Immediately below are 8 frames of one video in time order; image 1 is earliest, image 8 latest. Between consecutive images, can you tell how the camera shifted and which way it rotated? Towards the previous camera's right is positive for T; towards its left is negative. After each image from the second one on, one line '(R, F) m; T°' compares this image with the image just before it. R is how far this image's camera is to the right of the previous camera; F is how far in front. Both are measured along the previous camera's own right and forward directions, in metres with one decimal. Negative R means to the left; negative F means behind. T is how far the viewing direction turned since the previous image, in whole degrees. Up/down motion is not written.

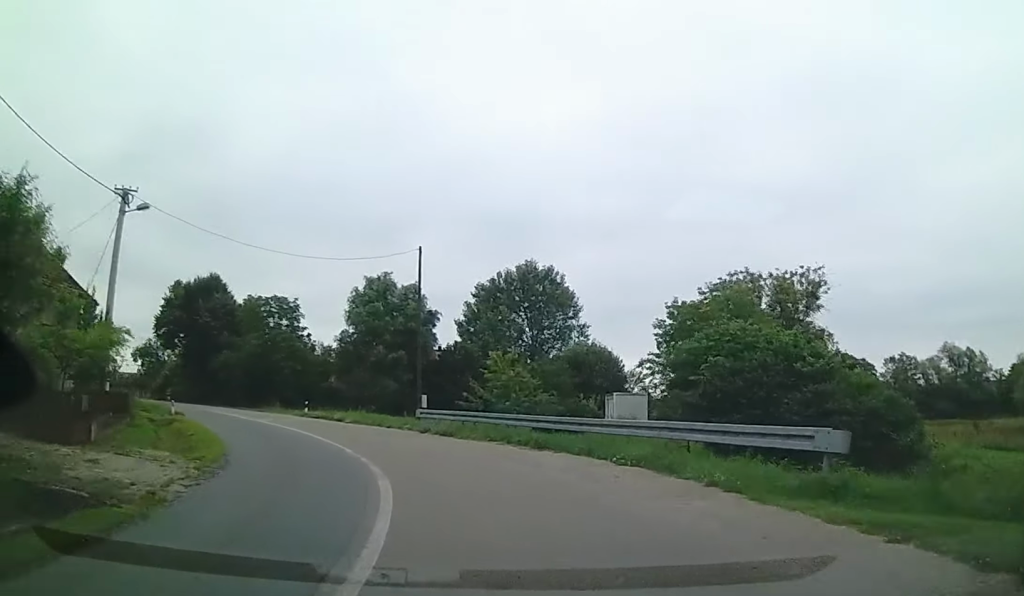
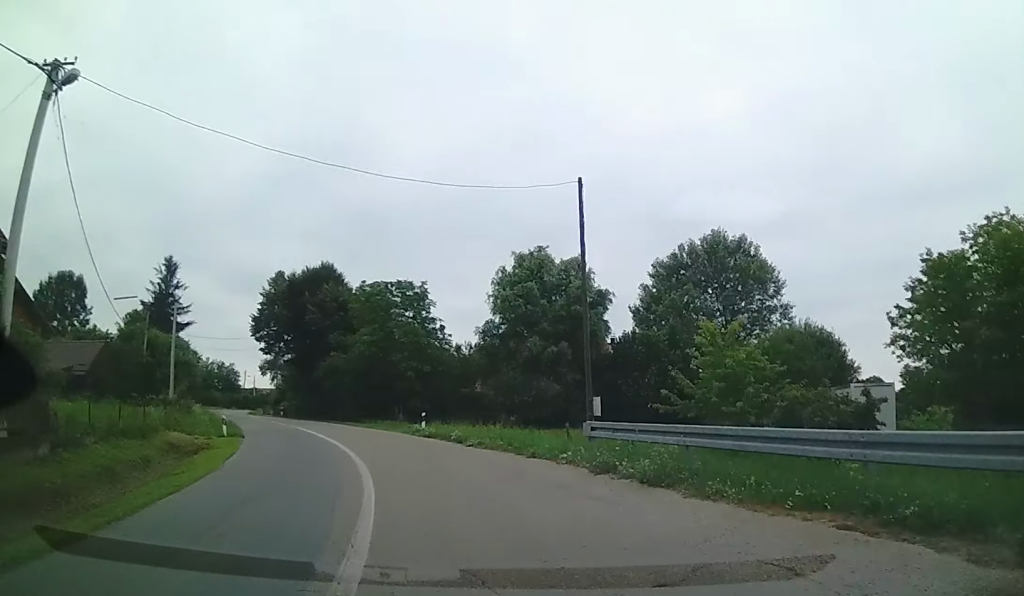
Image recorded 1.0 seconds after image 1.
(-0.3, +13.0) m; -8°
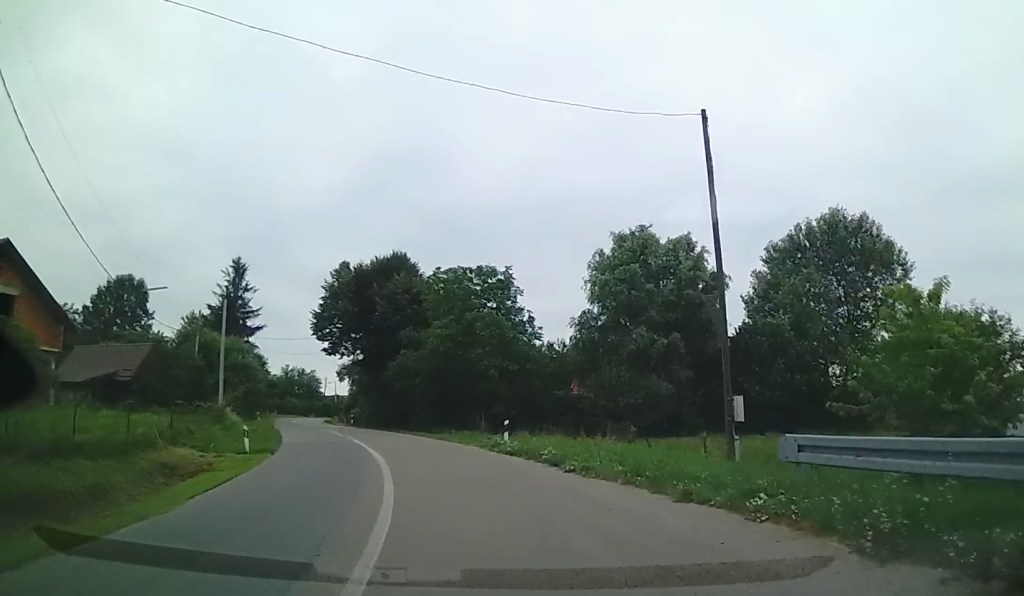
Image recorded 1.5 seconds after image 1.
(-0.5, +6.3) m; -8°
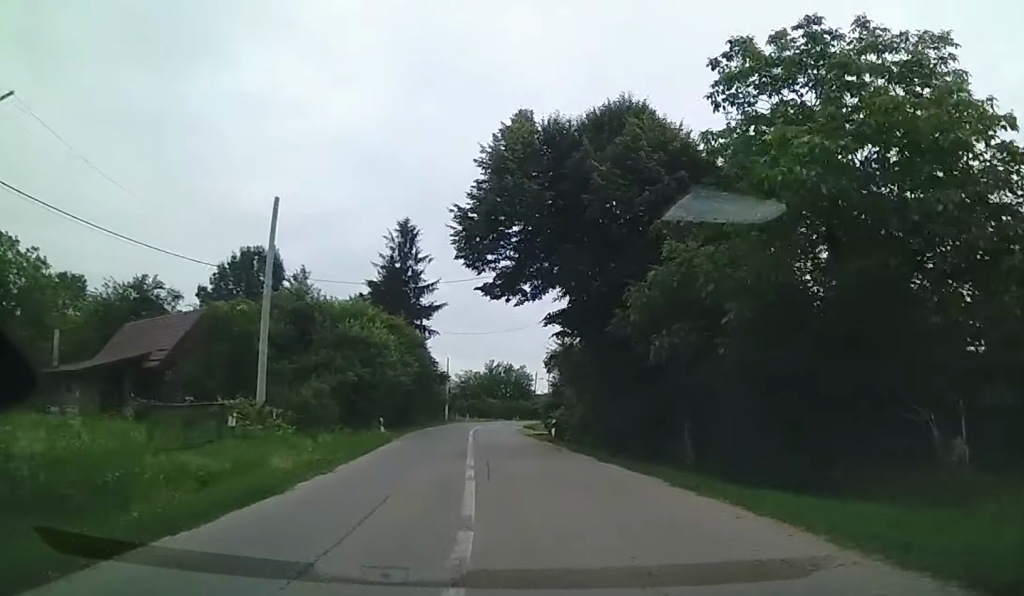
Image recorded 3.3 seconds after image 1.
(-5.5, +21.9) m; -20°
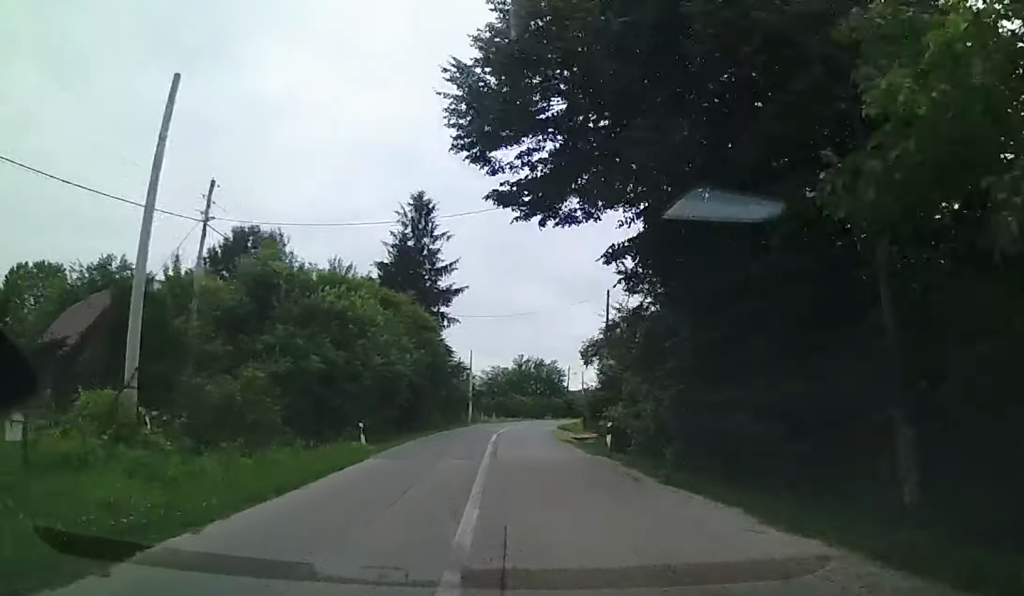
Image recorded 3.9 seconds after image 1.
(+0.3, +8.7) m; +1°
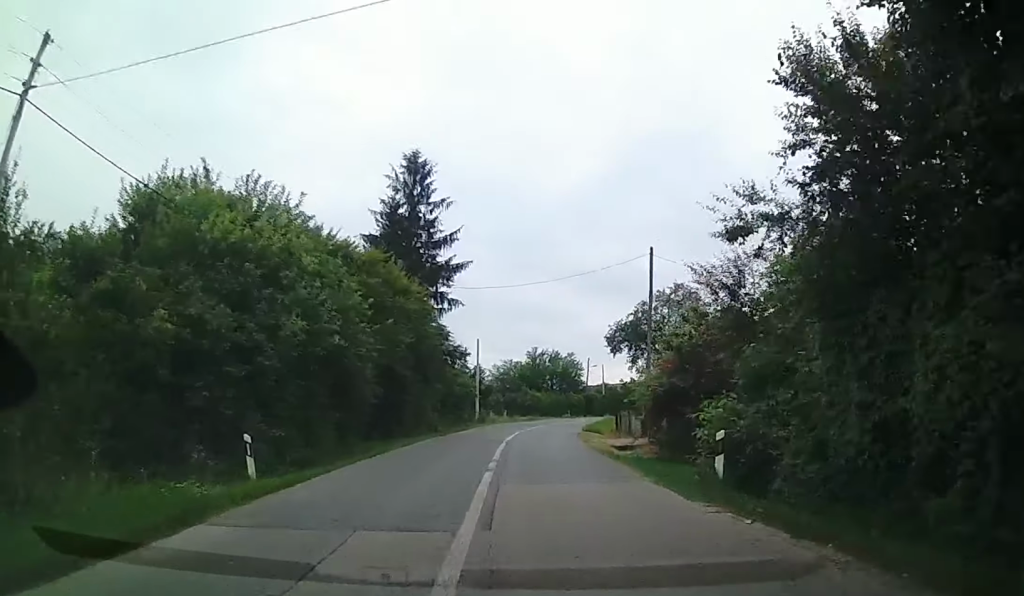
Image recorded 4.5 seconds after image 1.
(+0.1, +9.6) m; 0°
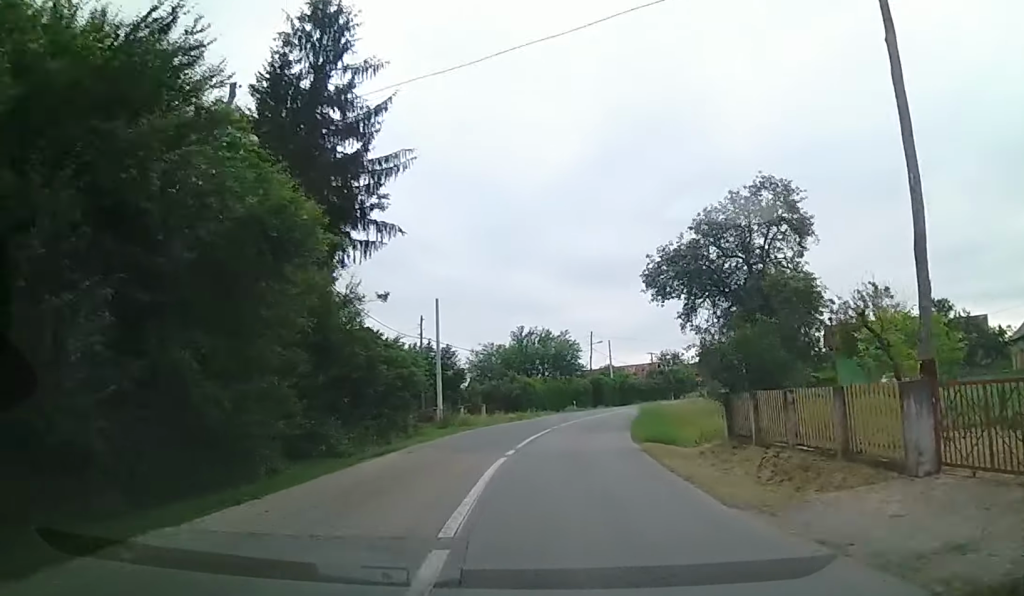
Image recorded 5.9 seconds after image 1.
(0.0, +22.0) m; 0°
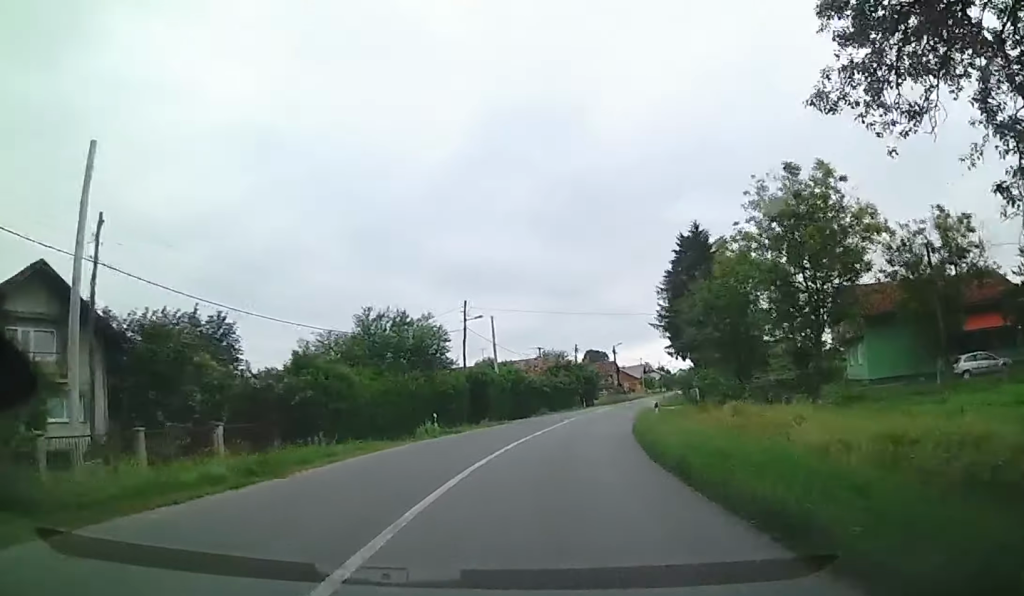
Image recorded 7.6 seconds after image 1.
(+0.9, +28.8) m; +7°
